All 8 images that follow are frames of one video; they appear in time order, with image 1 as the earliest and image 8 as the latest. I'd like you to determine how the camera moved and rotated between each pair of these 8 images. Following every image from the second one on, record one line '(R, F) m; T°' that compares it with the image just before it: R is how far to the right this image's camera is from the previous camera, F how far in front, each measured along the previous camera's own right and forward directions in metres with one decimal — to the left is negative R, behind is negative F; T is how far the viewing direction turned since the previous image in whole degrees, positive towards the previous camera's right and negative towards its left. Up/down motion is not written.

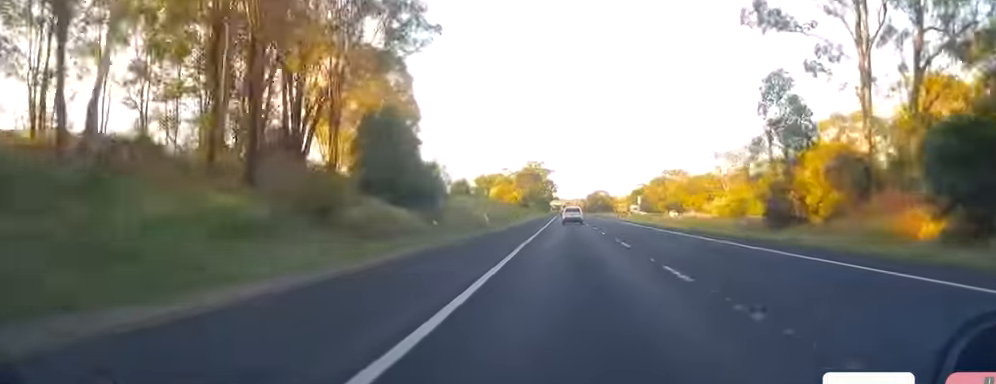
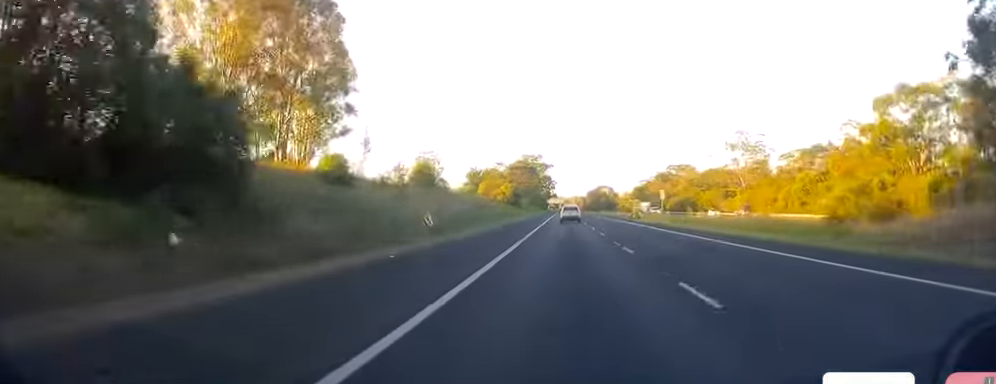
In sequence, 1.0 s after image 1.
(+0.2, +27.5) m; 0°
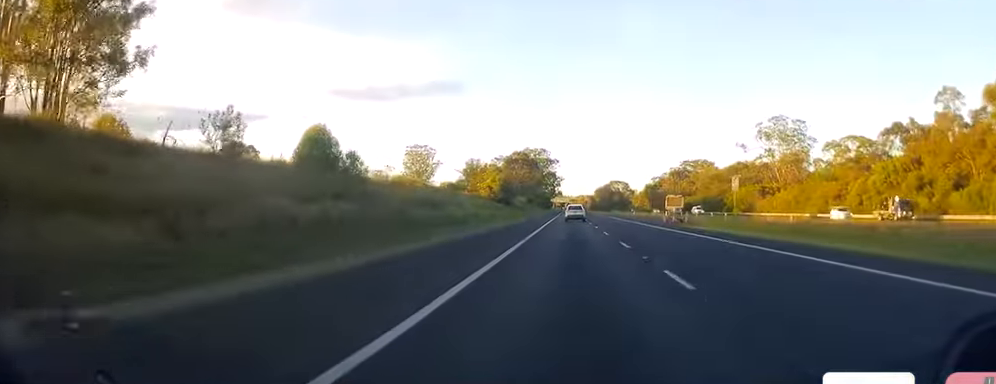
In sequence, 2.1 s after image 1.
(0.0, +33.2) m; 0°
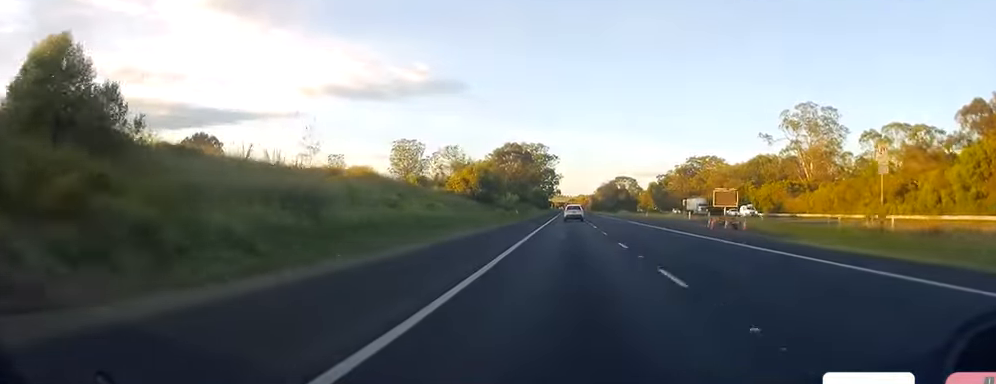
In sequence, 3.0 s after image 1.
(0.0, +23.7) m; -1°
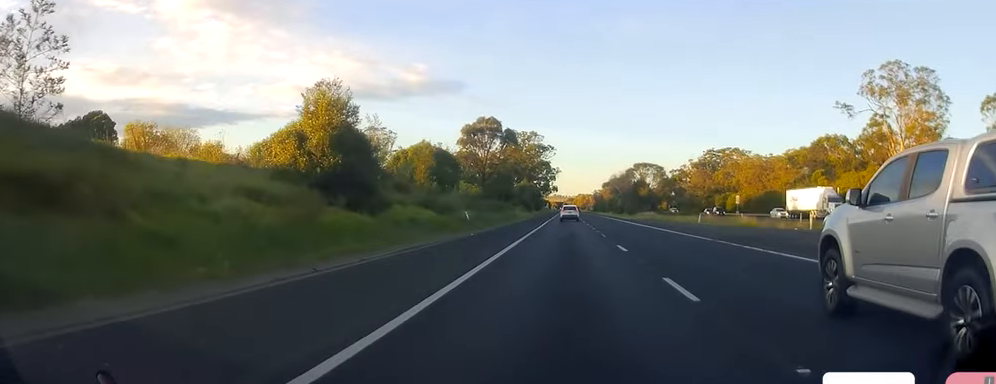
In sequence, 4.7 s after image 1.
(-0.8, +49.4) m; 0°
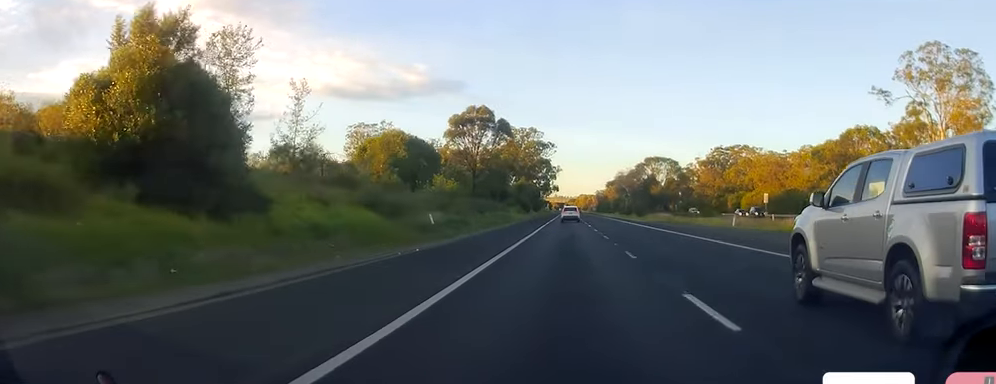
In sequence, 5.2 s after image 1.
(0.0, +14.3) m; +1°
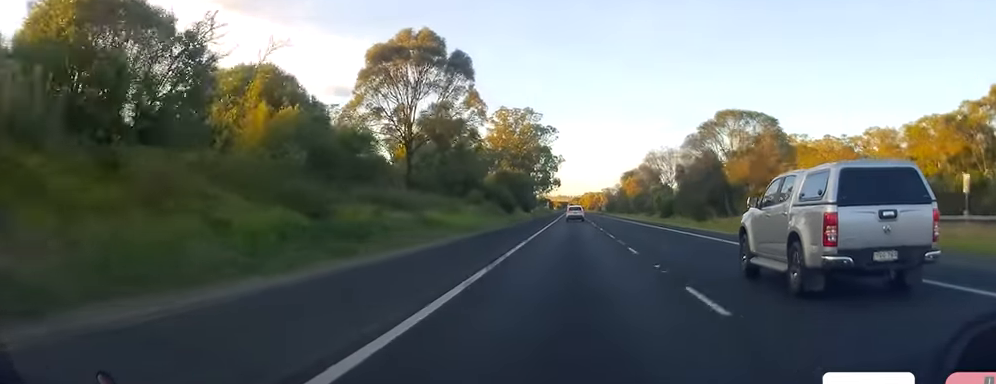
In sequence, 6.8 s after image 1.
(+0.5, +46.9) m; +1°
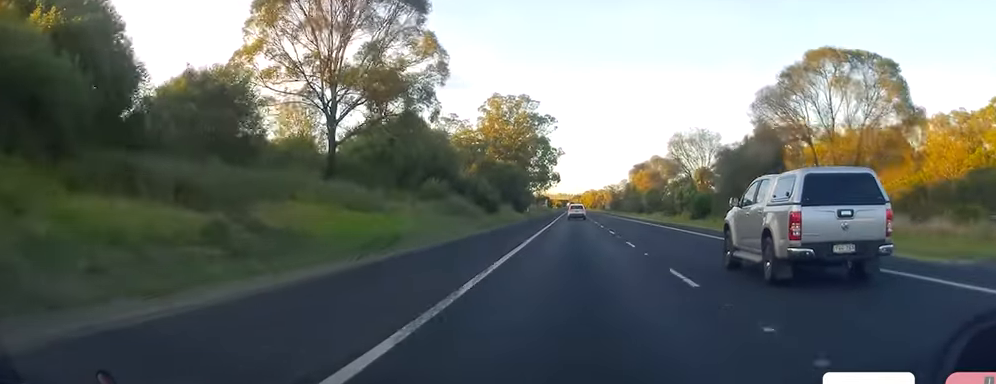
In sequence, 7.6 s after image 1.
(0.0, +21.1) m; -1°
